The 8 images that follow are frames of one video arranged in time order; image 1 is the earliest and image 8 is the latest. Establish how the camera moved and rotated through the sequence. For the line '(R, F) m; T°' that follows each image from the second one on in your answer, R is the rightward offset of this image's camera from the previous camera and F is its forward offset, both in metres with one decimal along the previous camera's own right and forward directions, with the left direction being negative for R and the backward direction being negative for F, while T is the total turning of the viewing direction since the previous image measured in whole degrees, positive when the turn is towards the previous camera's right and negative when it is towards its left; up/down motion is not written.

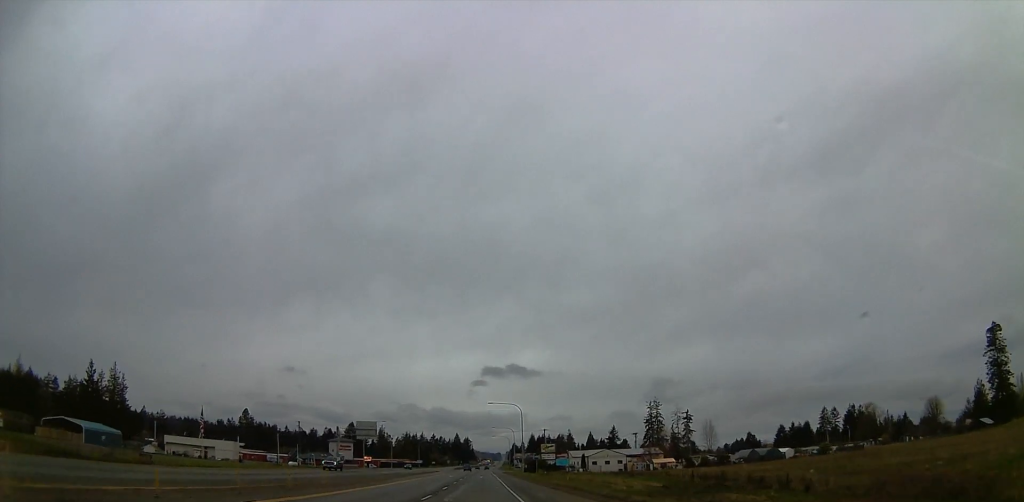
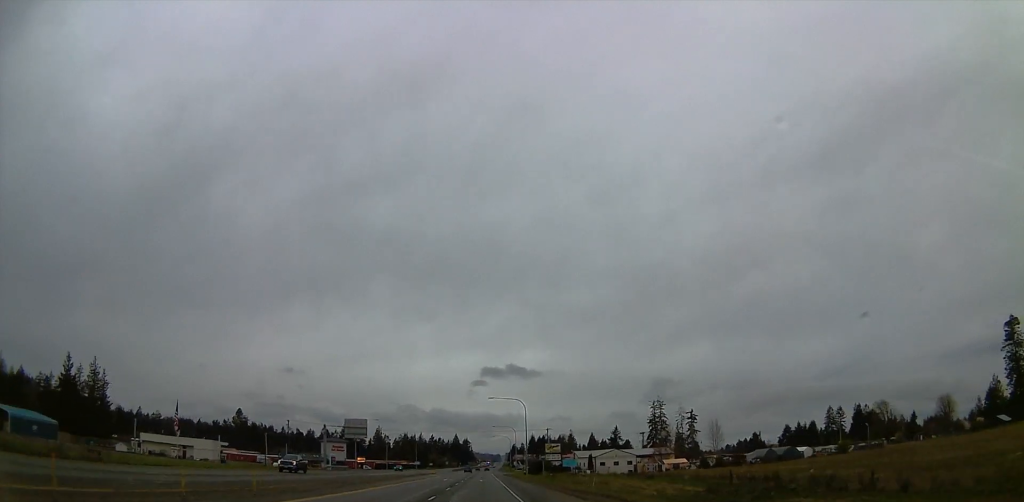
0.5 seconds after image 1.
(+0.8, +10.5) m; 0°
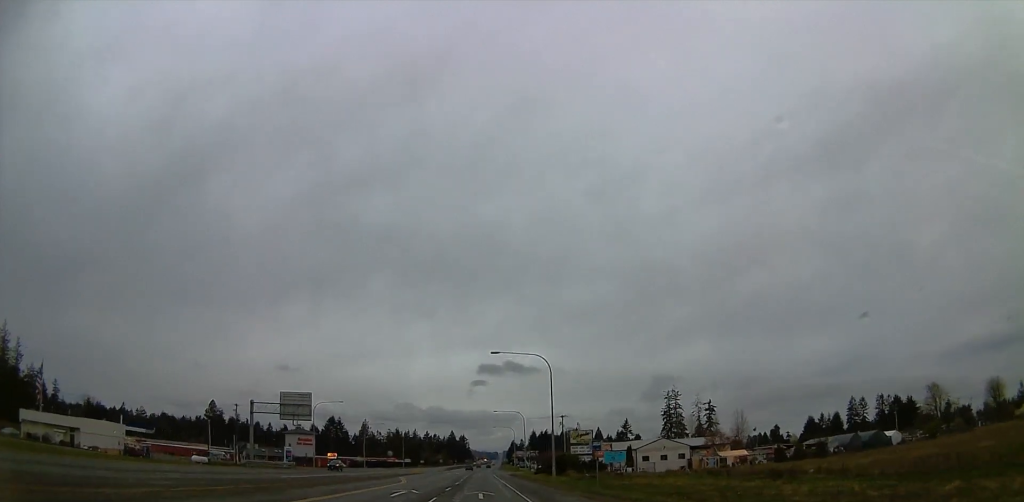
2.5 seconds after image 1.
(-2.9, +38.9) m; -2°
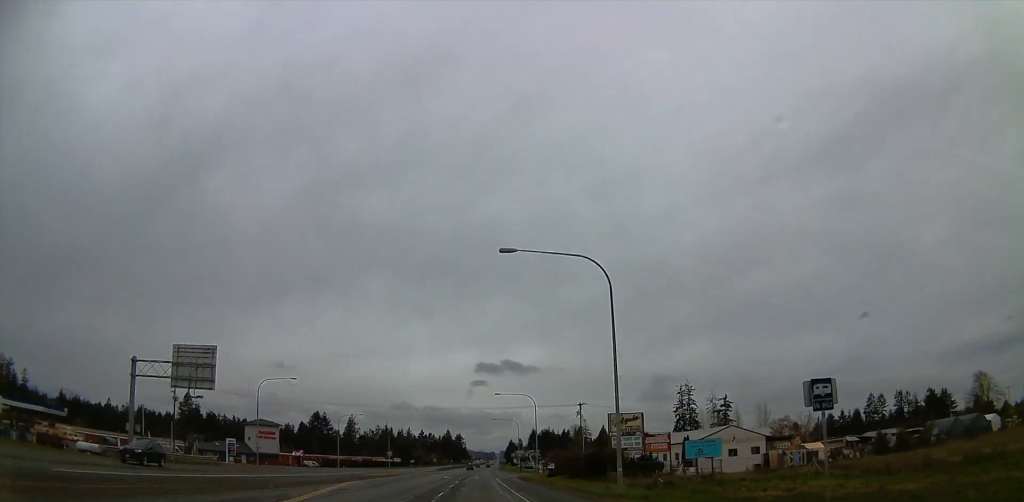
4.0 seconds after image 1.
(+1.0, +30.3) m; +1°
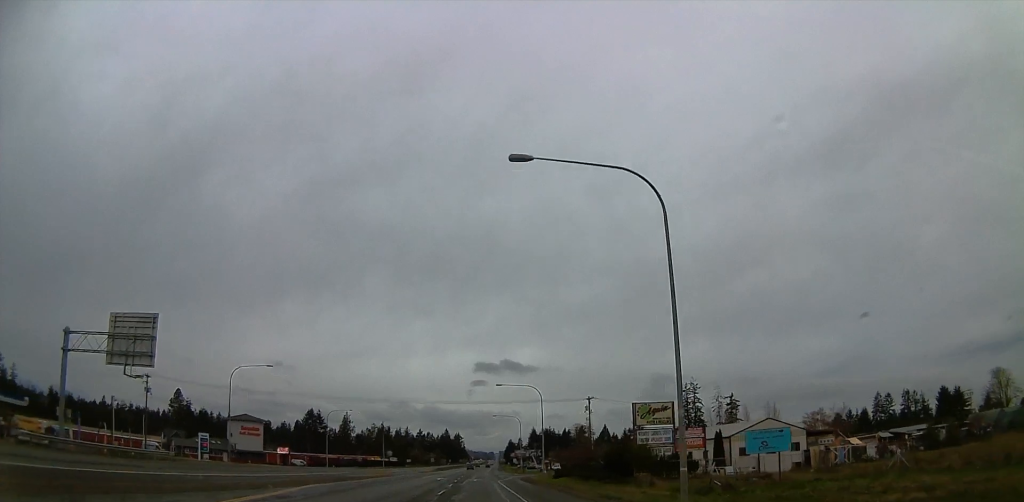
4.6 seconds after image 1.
(+0.1, +10.5) m; -1°
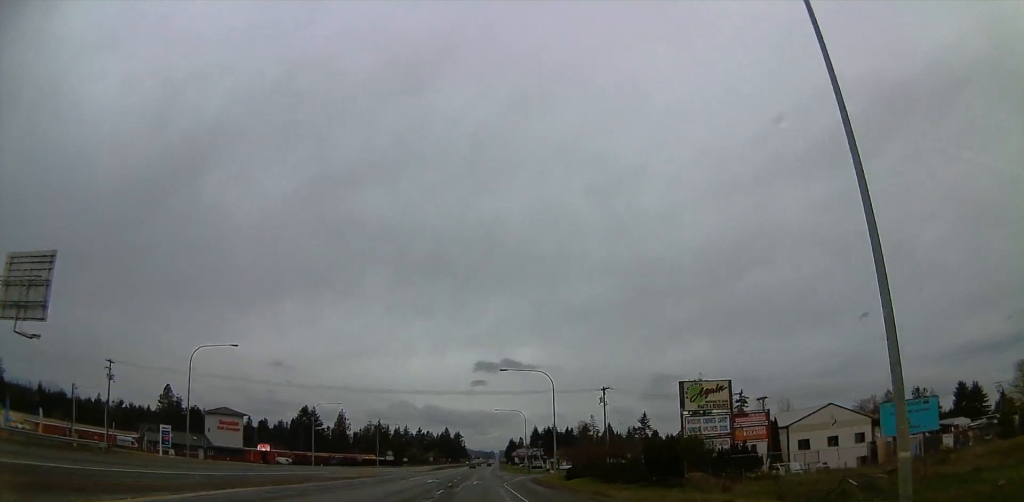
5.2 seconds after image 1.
(-0.4, +12.3) m; -1°
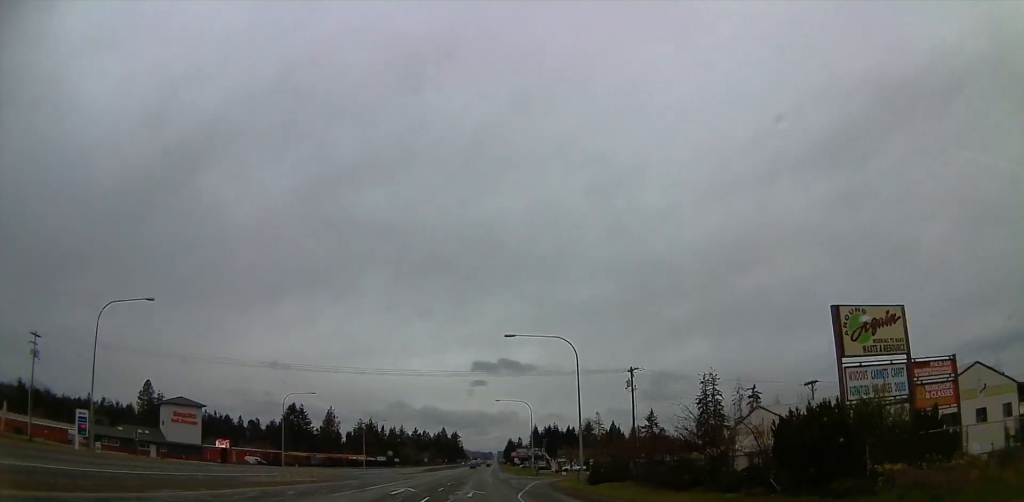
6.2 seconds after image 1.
(-0.2, +18.8) m; +1°
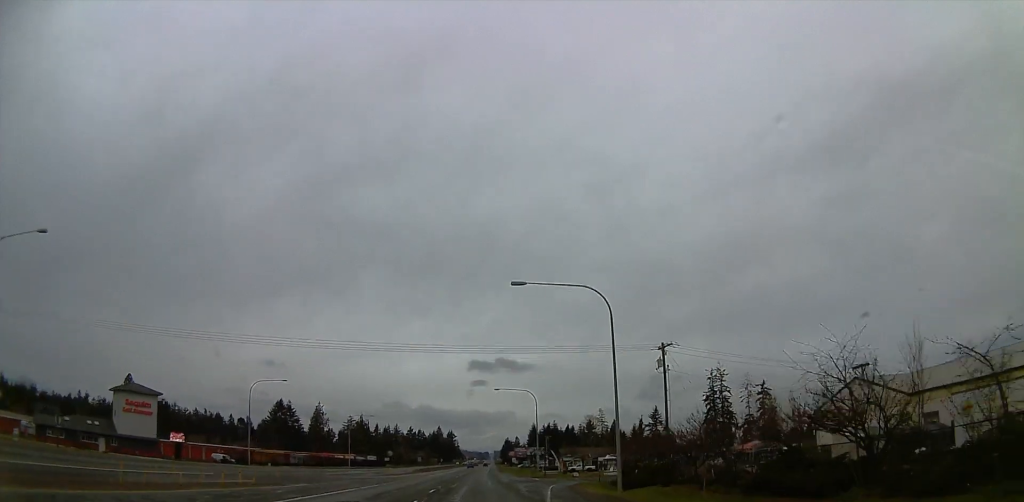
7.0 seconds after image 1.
(+0.2, +15.0) m; +1°
